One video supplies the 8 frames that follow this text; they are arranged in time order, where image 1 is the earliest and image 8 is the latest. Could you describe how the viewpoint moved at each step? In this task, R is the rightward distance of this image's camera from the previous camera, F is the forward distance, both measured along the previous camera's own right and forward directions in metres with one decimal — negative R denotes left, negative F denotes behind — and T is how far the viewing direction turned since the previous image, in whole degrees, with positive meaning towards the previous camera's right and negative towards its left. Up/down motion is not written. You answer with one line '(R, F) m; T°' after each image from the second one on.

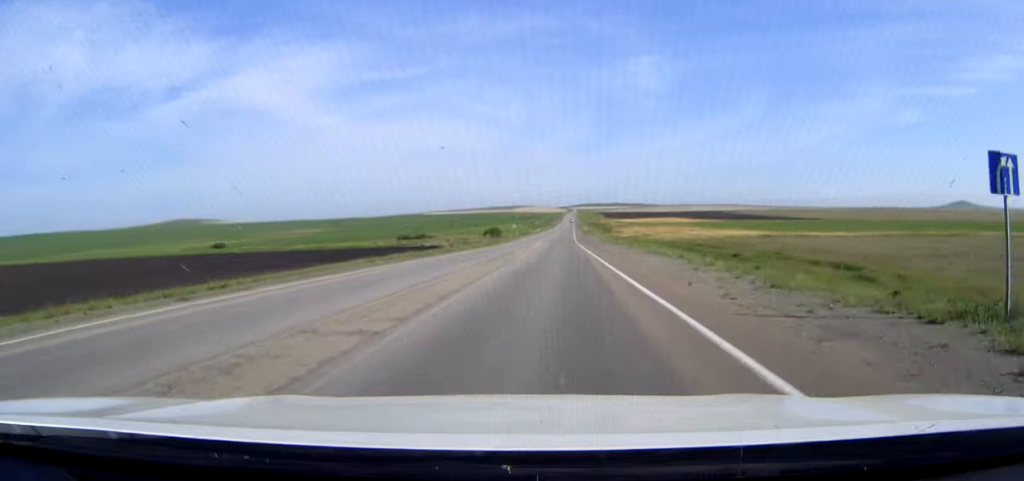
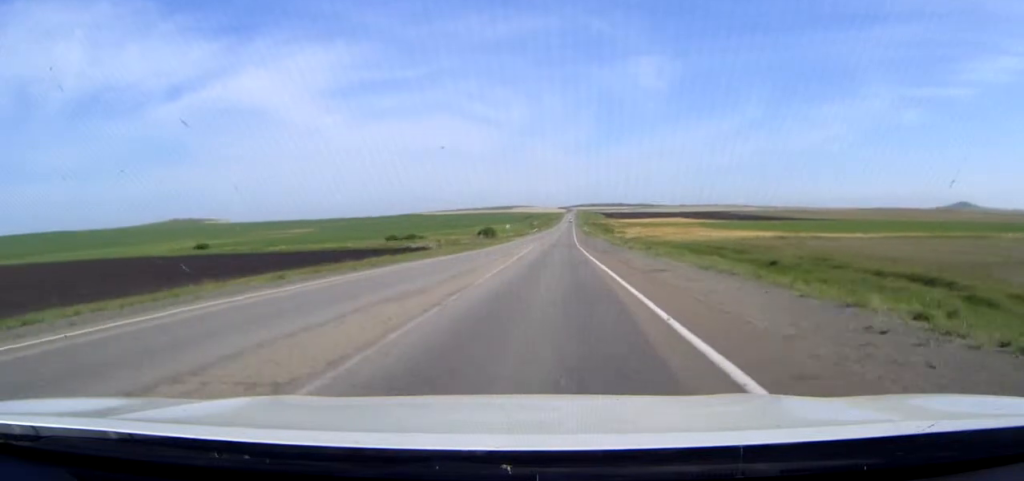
(0.0, +15.4) m; 0°
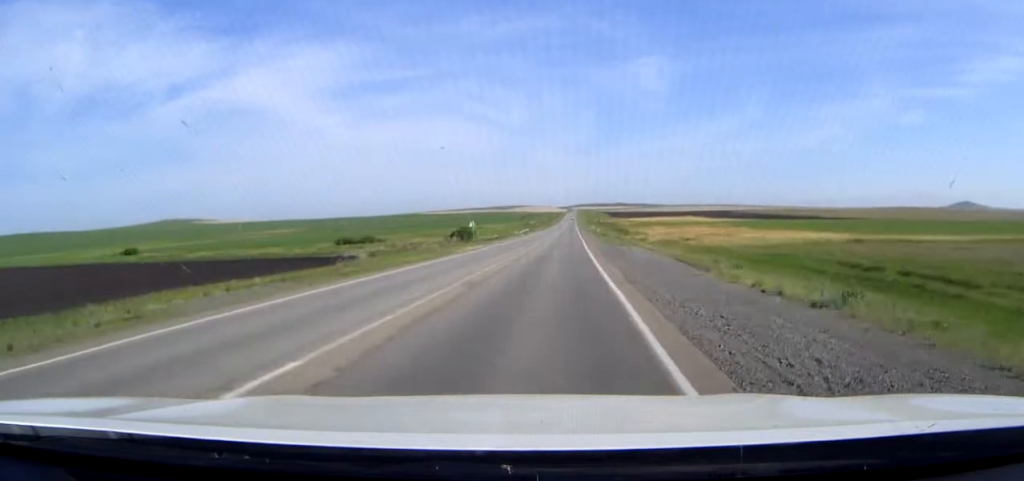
(-0.1, +56.9) m; 0°
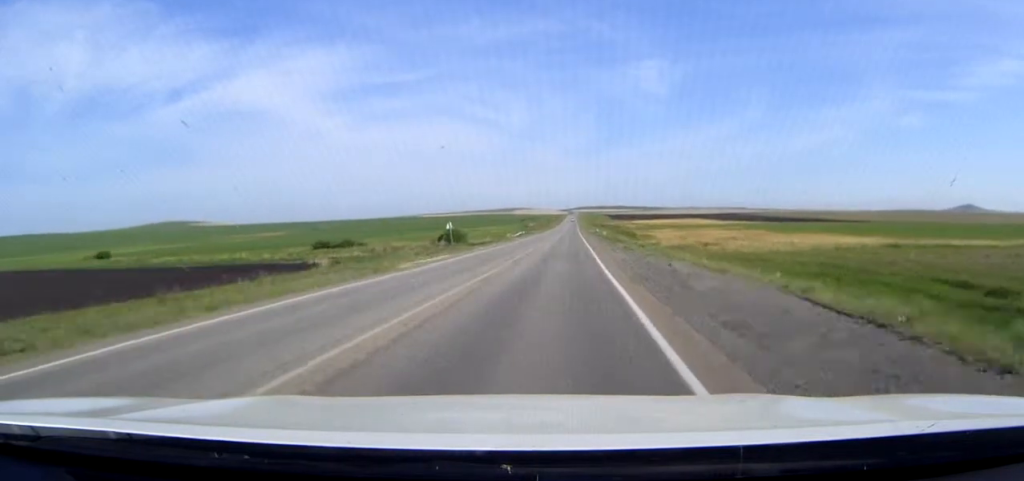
(0.0, +18.1) m; 0°
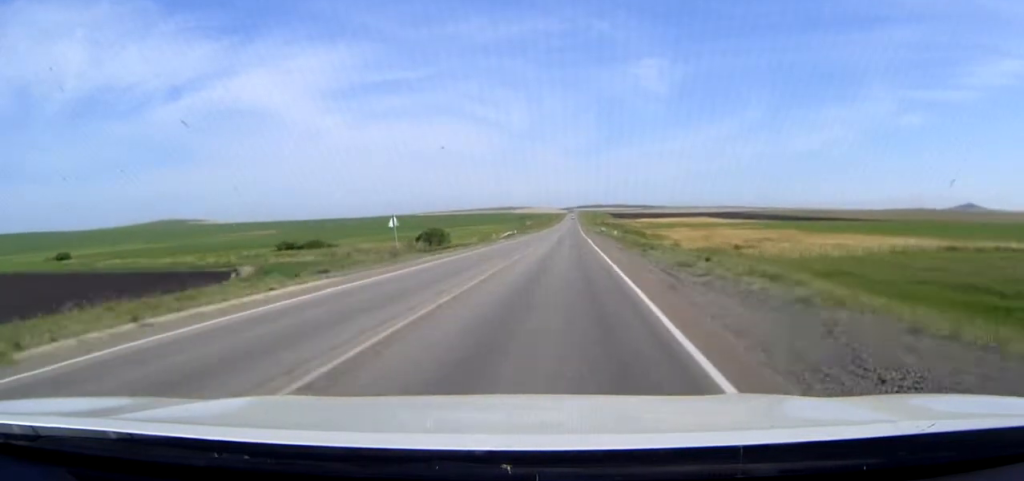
(0.0, +23.5) m; 0°
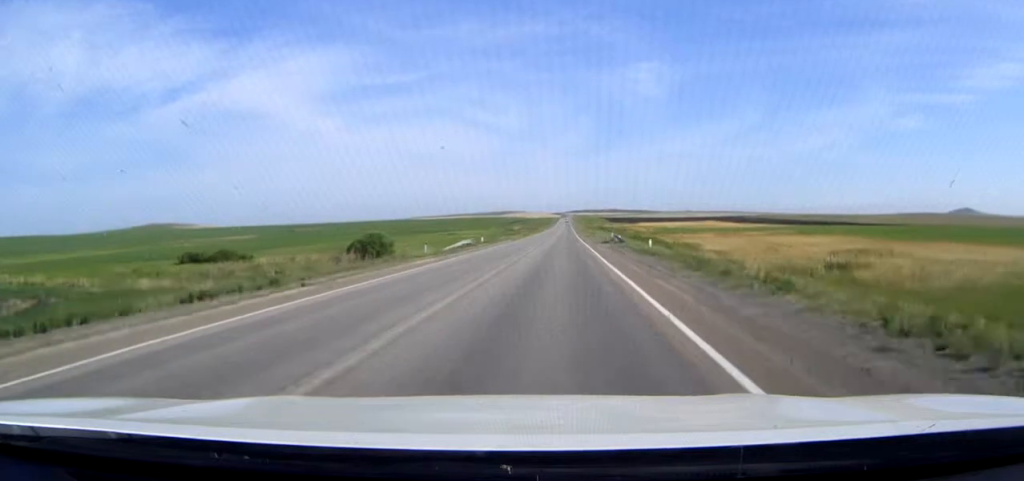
(+0.1, +40.0) m; 0°
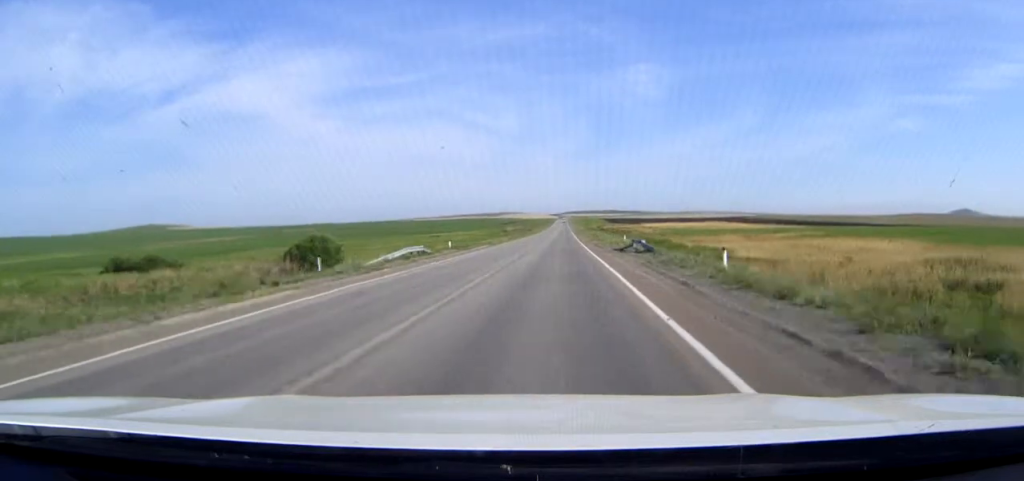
(0.0, +21.8) m; 0°
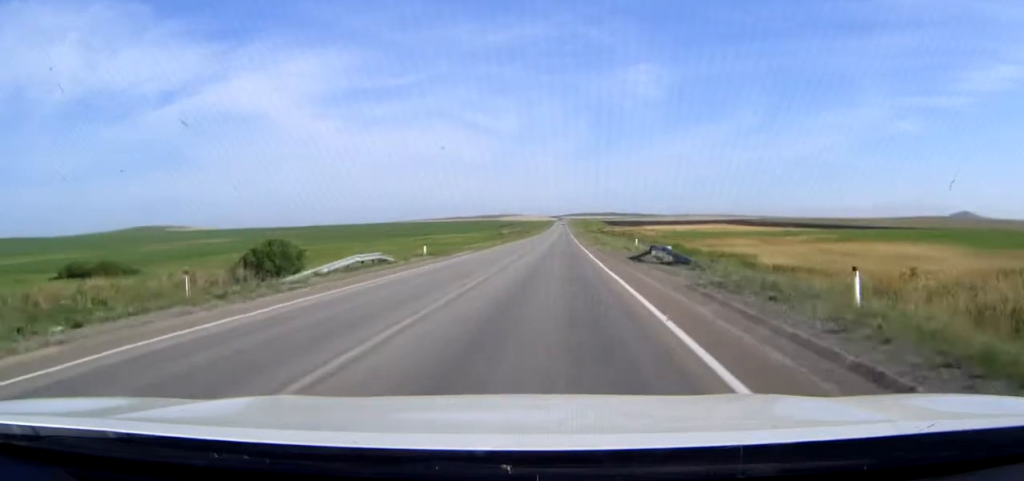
(0.0, +11.0) m; 0°
